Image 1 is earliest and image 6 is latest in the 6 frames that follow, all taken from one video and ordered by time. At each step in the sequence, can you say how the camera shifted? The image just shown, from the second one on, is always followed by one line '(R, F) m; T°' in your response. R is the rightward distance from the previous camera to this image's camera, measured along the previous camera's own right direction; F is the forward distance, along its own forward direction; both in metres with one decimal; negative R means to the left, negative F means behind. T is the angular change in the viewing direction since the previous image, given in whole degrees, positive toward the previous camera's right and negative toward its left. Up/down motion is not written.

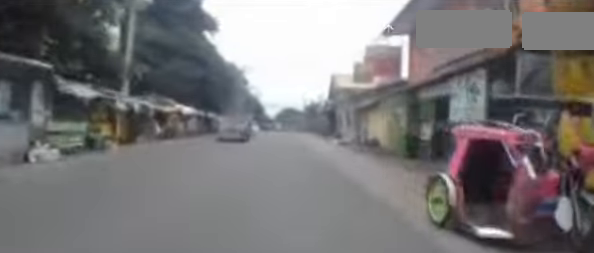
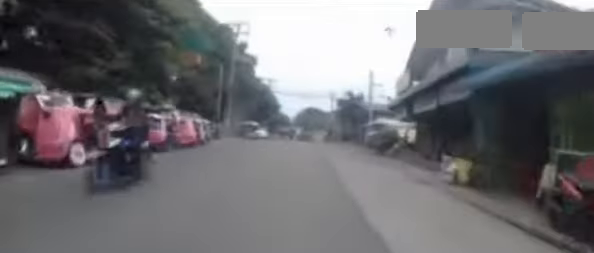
(+0.4, +25.4) m; +4°
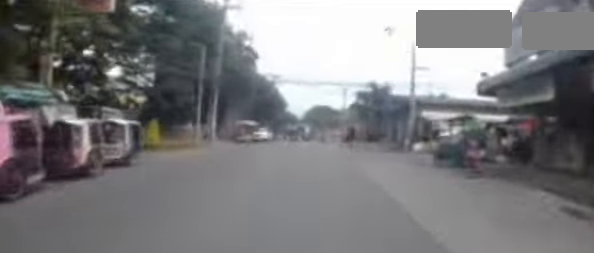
(+0.3, +10.1) m; +1°
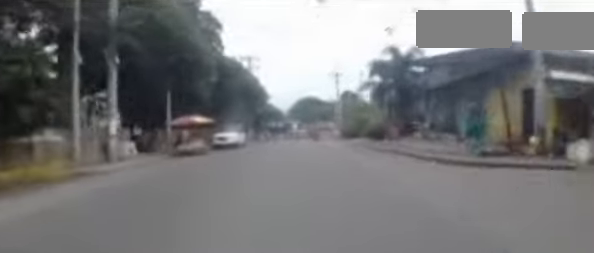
(-0.4, +13.0) m; -3°
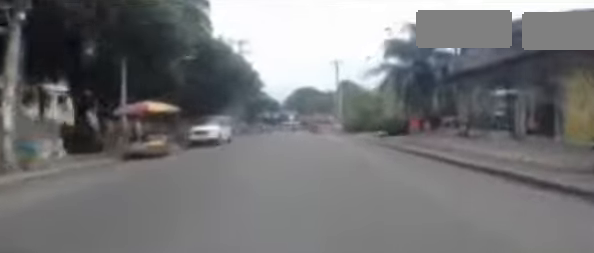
(-0.1, +4.7) m; -1°
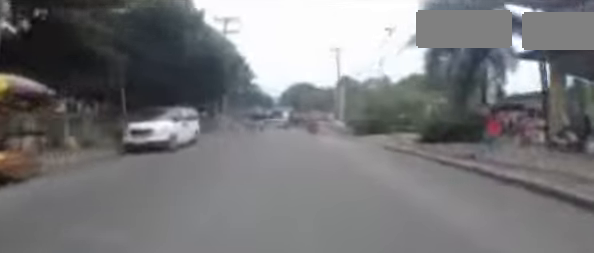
(0.0, +6.6) m; -2°
